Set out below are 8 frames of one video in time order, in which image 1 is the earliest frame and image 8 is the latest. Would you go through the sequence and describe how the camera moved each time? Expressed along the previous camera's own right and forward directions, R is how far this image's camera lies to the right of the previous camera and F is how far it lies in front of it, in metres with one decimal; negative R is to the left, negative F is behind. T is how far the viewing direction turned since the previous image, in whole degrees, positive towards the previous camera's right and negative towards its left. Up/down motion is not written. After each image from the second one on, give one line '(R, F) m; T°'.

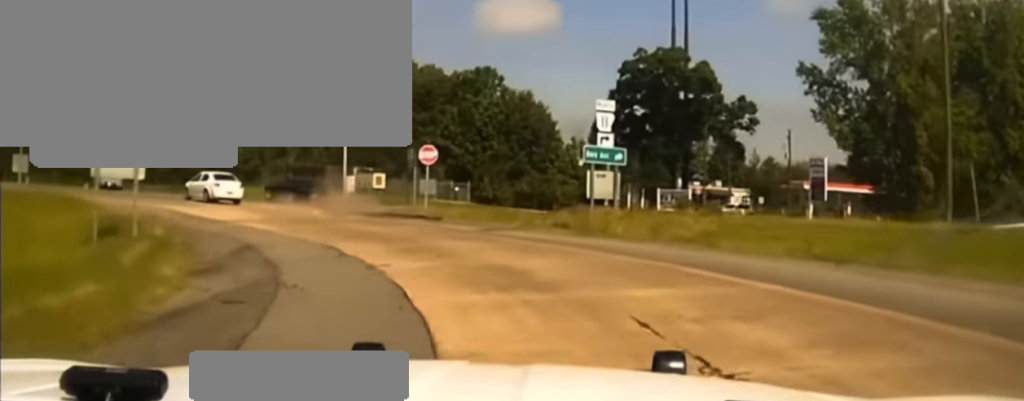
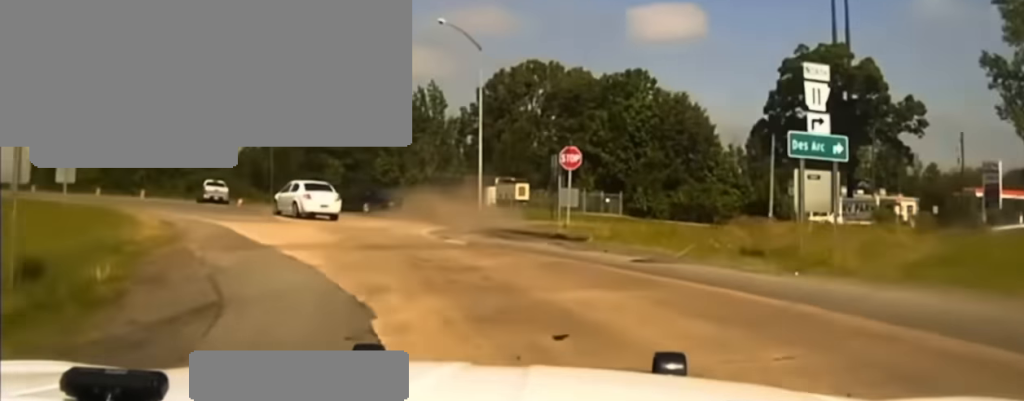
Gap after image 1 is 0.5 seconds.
(+0.1, +8.2) m; -14°
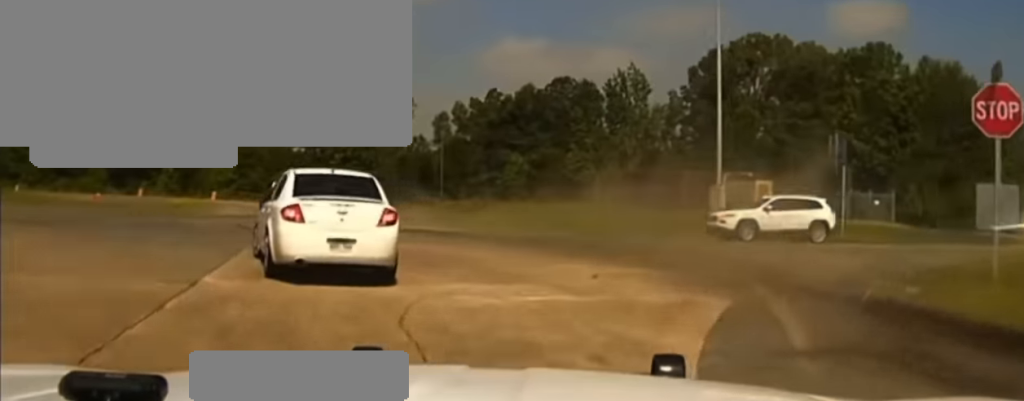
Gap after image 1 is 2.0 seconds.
(-10.3, +19.9) m; -34°
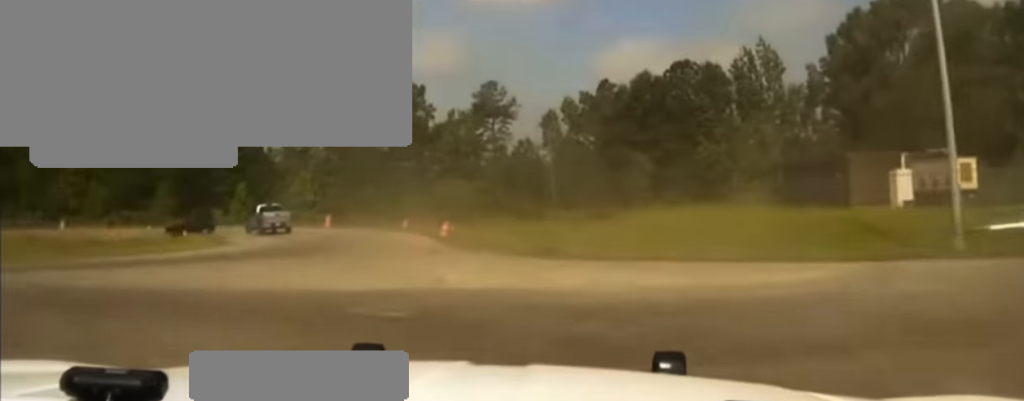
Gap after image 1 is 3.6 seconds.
(-1.2, +21.9) m; -4°
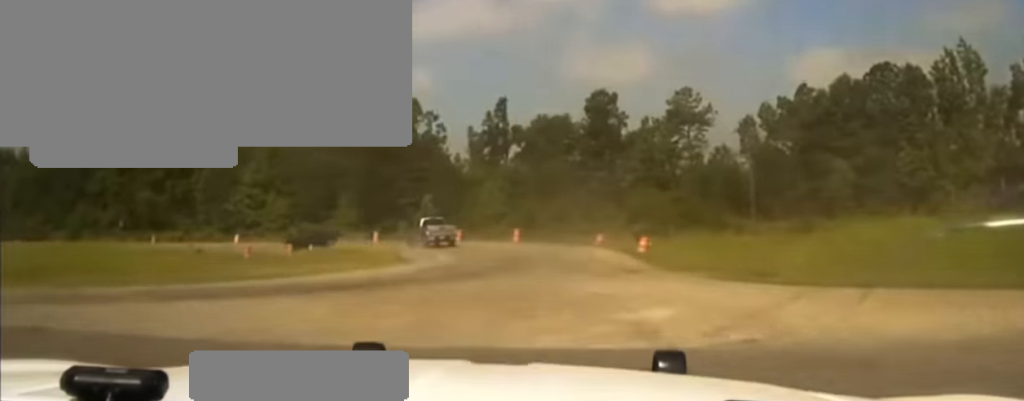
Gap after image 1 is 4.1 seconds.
(0.0, +7.3) m; -1°
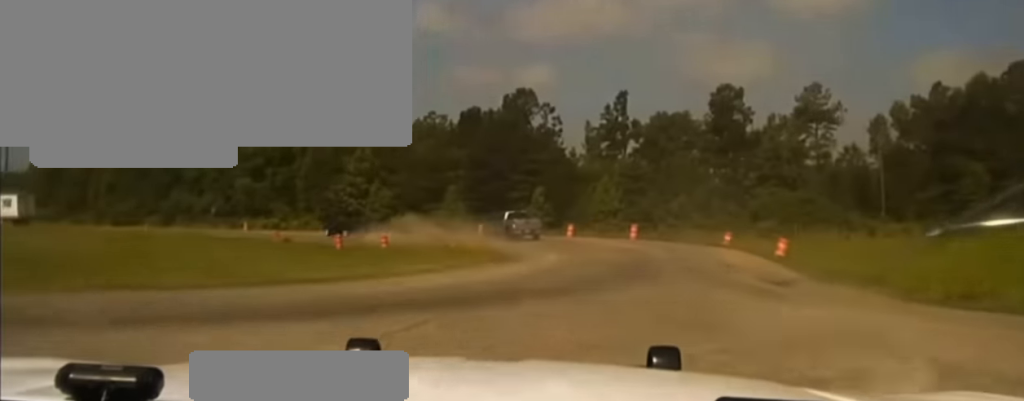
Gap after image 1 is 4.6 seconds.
(-0.1, +8.0) m; -1°
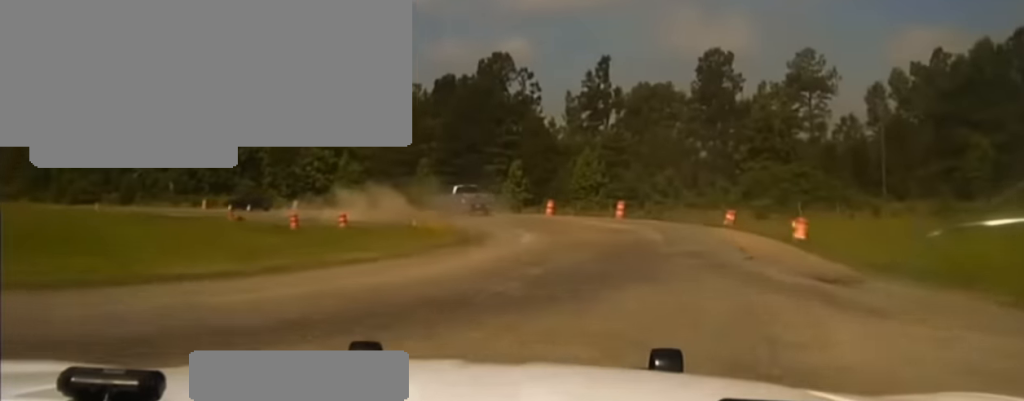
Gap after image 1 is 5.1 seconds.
(-0.2, +7.3) m; -1°
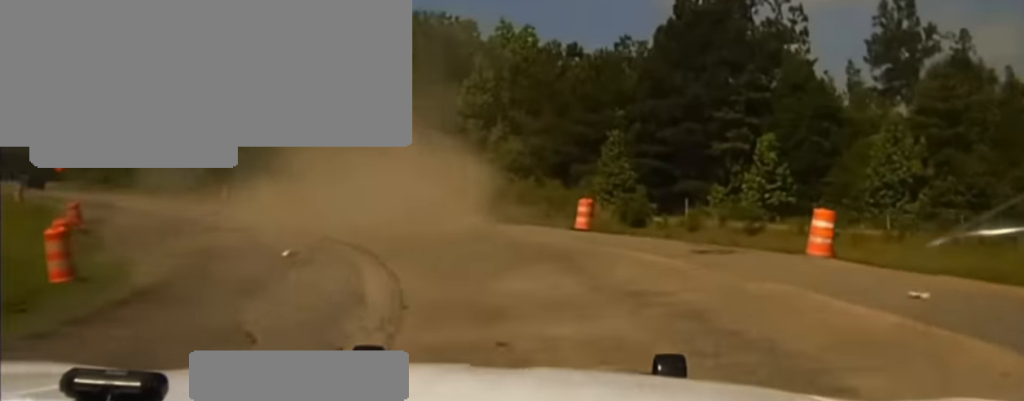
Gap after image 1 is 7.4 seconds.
(-8.2, +36.6) m; -31°
